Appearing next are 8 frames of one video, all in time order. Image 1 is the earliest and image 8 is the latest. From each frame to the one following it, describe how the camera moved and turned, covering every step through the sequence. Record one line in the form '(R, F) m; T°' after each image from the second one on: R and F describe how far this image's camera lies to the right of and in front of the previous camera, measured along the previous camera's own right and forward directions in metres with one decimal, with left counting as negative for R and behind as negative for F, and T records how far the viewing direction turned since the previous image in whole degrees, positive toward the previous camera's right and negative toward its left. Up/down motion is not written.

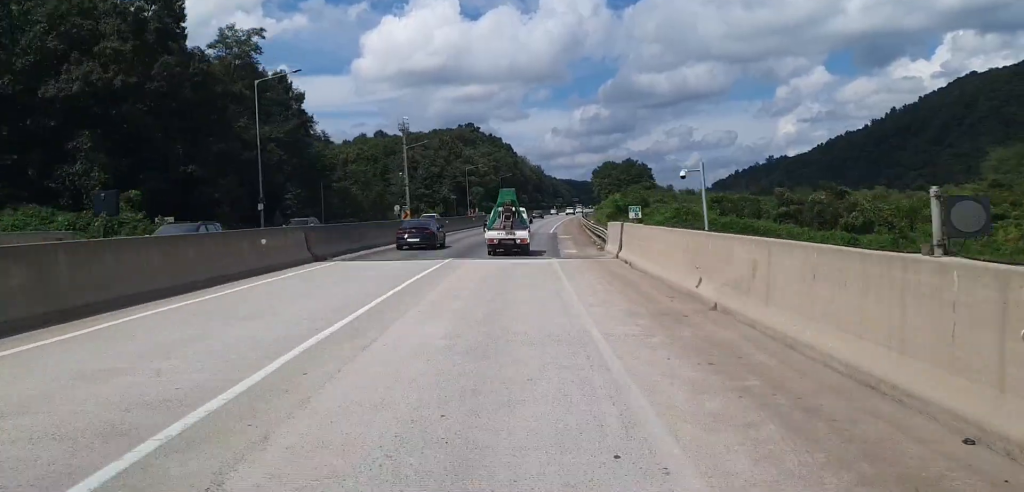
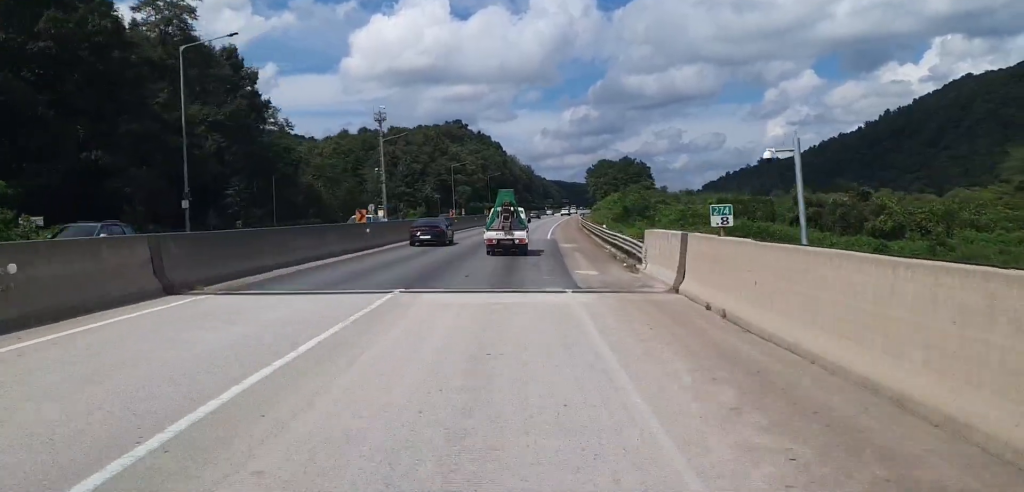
(+0.1, +11.7) m; 0°
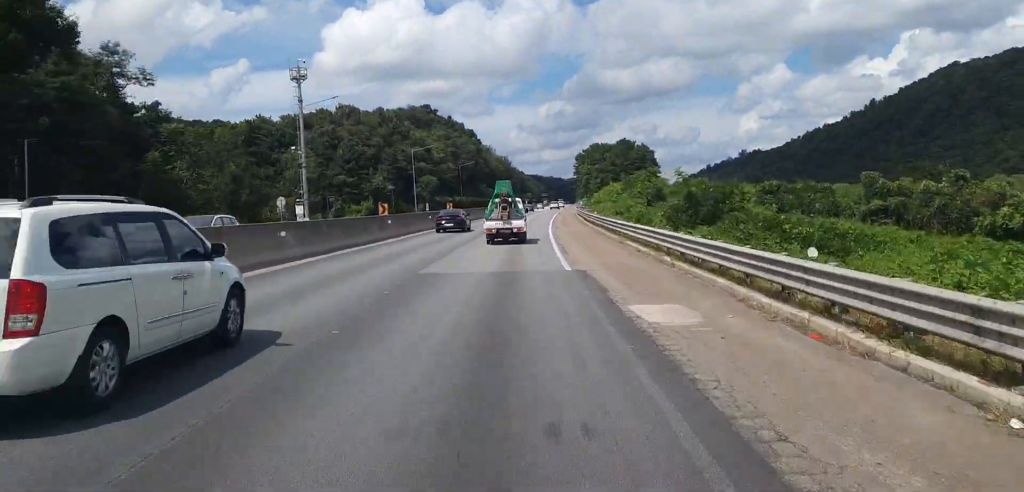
(0.0, +28.8) m; +1°
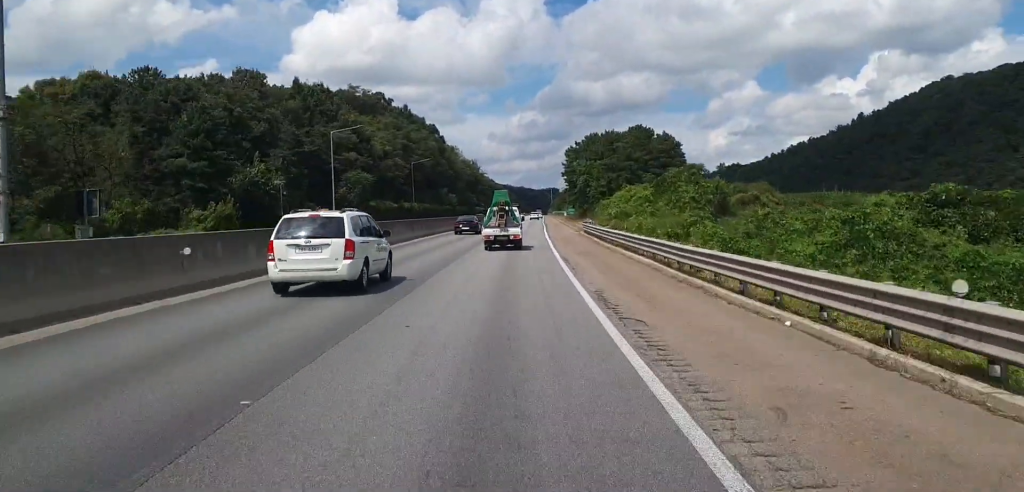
(+1.3, +39.7) m; +3°
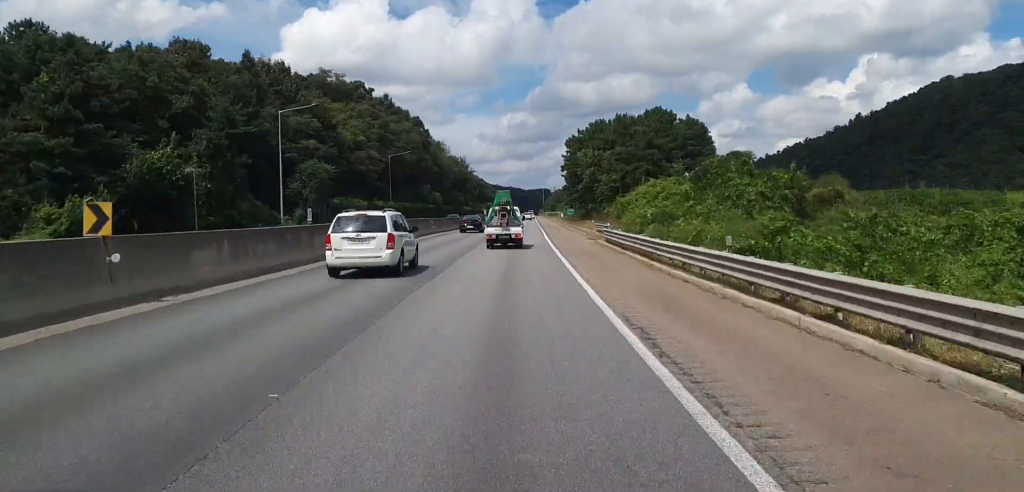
(-0.2, +16.4) m; 0°
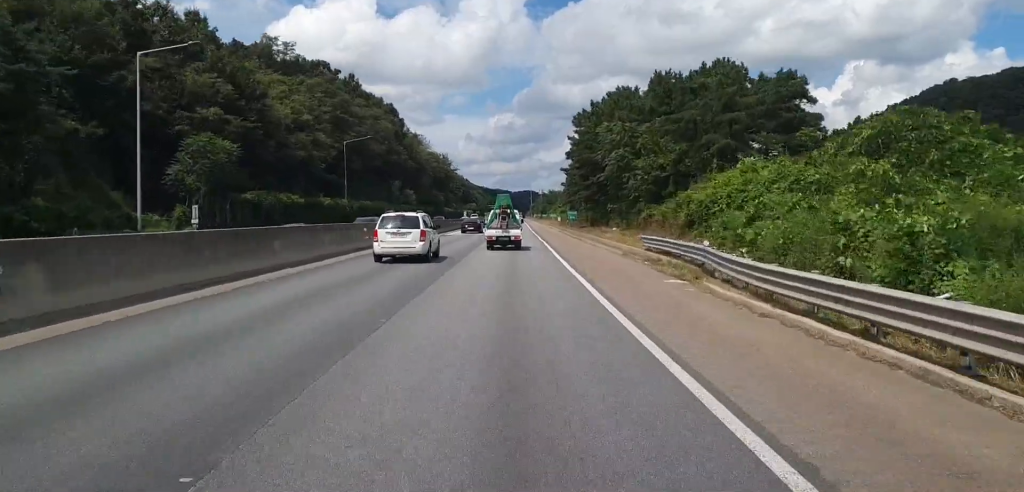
(+0.2, +25.0) m; +2°
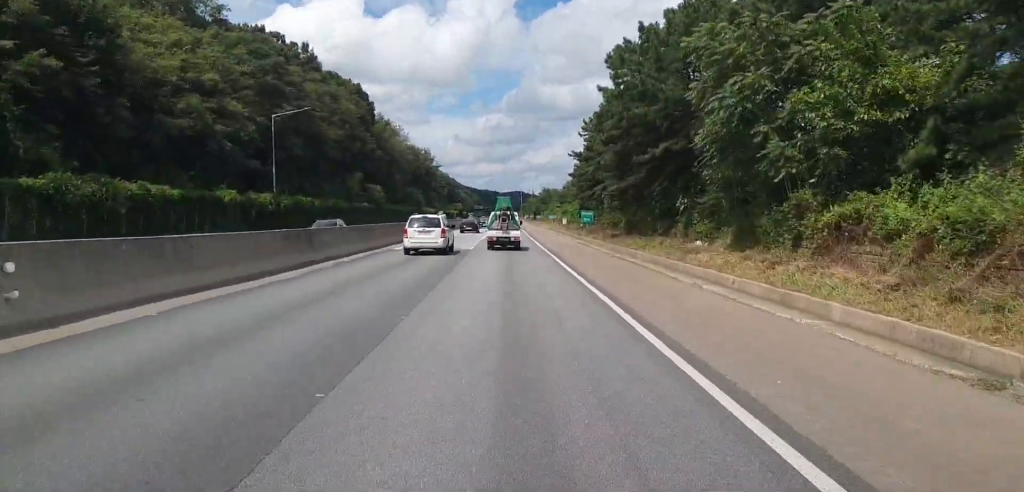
(+0.5, +26.6) m; +2°
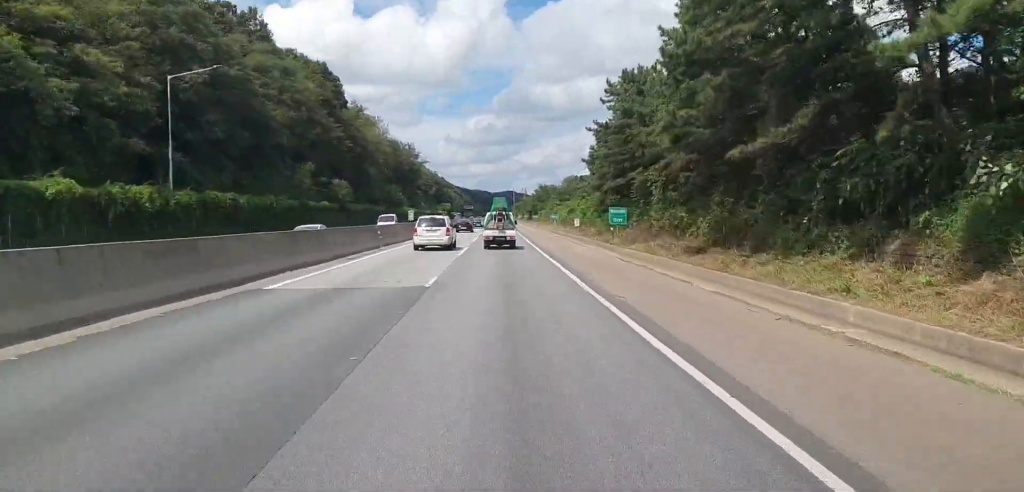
(0.0, +21.2) m; -1°
